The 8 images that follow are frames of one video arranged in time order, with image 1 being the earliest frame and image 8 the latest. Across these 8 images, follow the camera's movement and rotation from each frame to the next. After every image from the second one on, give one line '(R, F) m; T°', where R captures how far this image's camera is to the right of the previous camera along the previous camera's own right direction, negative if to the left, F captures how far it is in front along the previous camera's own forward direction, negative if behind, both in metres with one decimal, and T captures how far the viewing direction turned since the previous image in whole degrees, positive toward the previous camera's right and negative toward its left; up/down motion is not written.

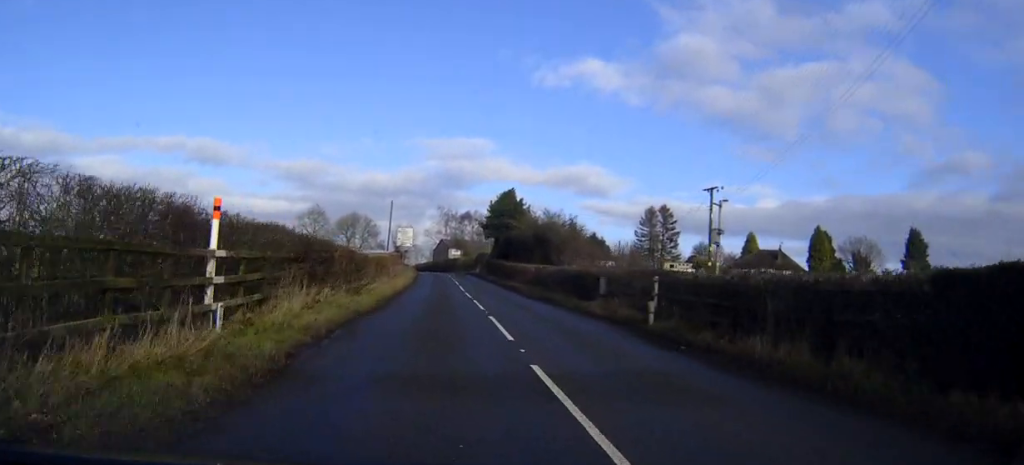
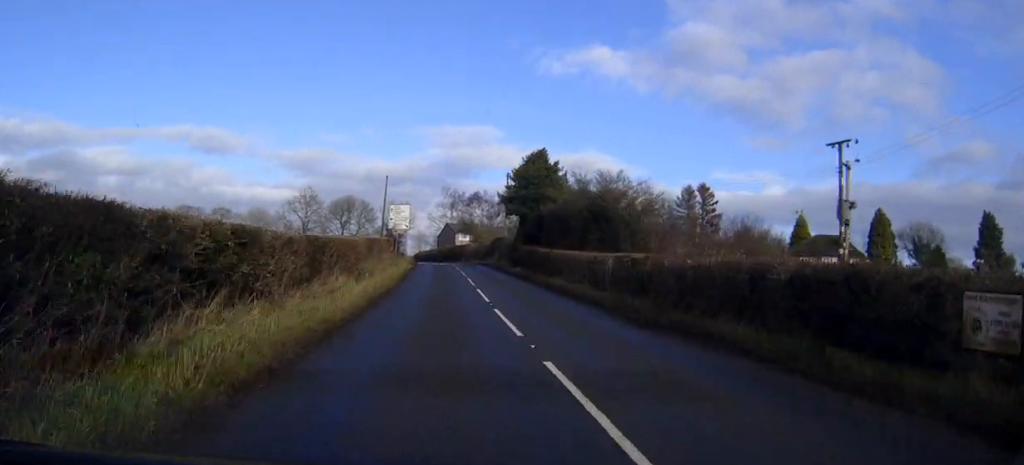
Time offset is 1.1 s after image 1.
(-0.1, +19.4) m; -1°
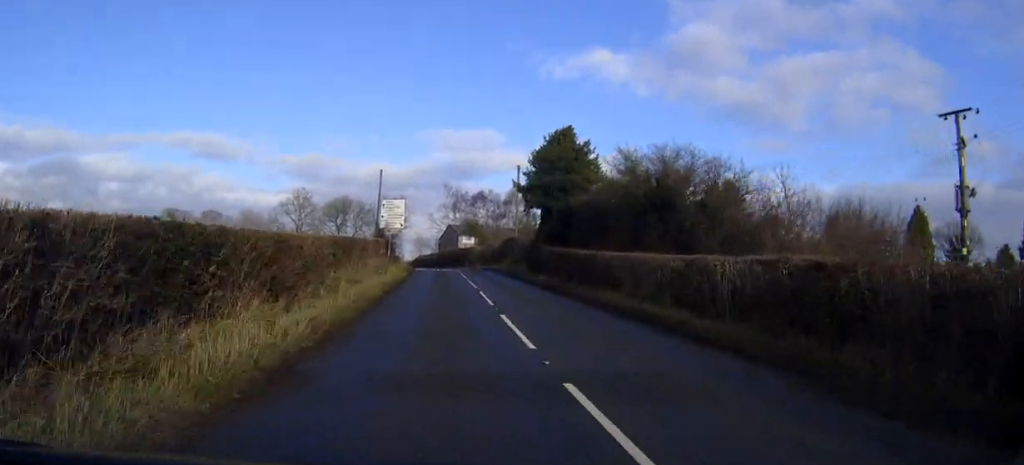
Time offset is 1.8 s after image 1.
(-0.1, +10.7) m; 0°
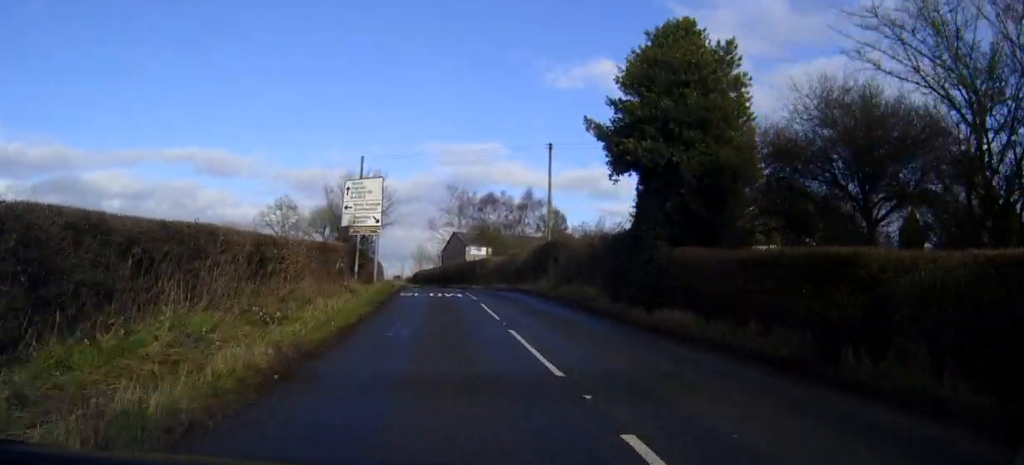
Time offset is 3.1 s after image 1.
(0.0, +21.2) m; 0°
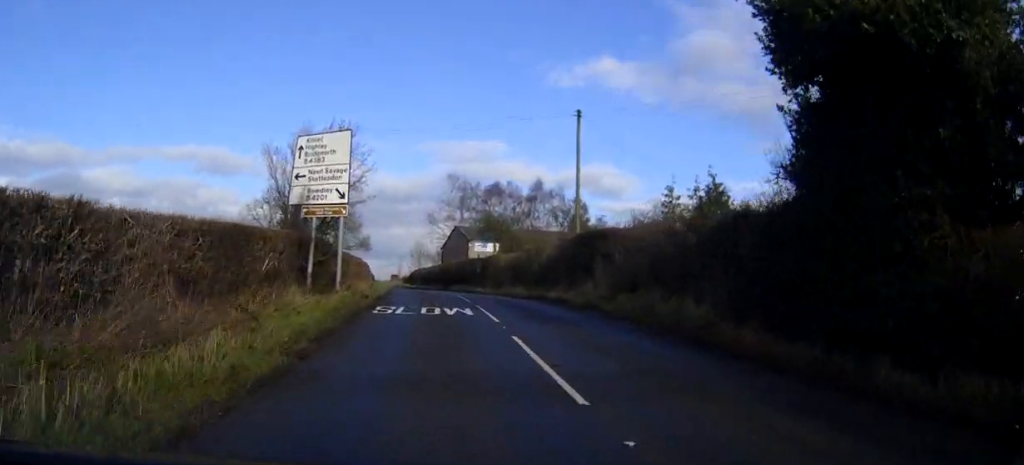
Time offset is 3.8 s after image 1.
(0.0, +11.1) m; 0°
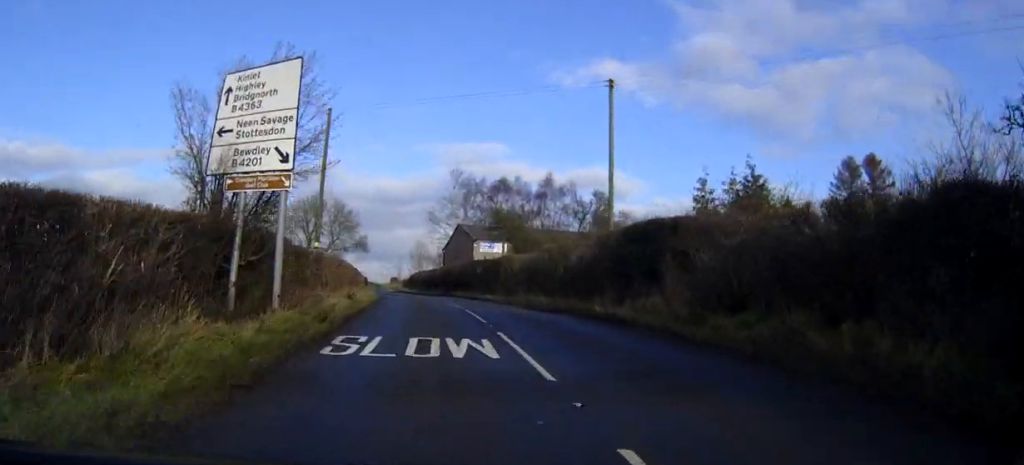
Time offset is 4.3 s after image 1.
(0.0, +7.7) m; 0°
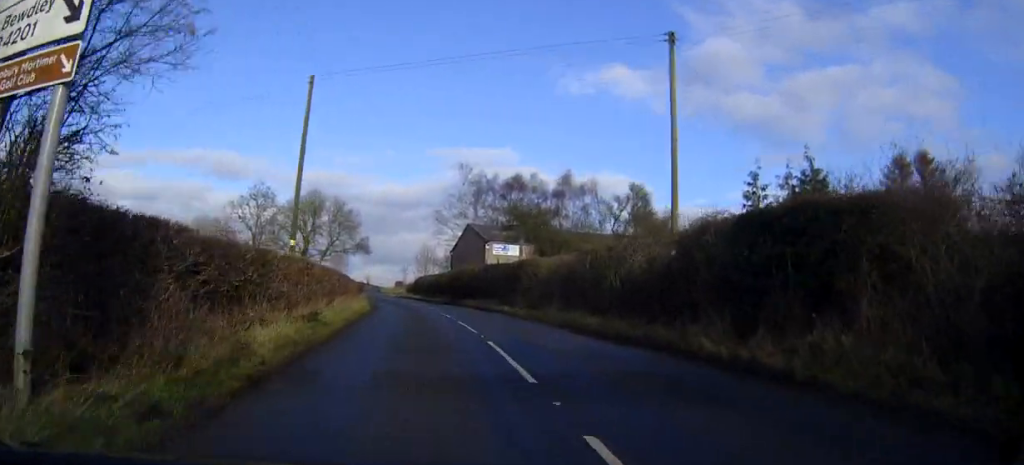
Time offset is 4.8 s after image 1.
(+0.1, +8.2) m; -1°
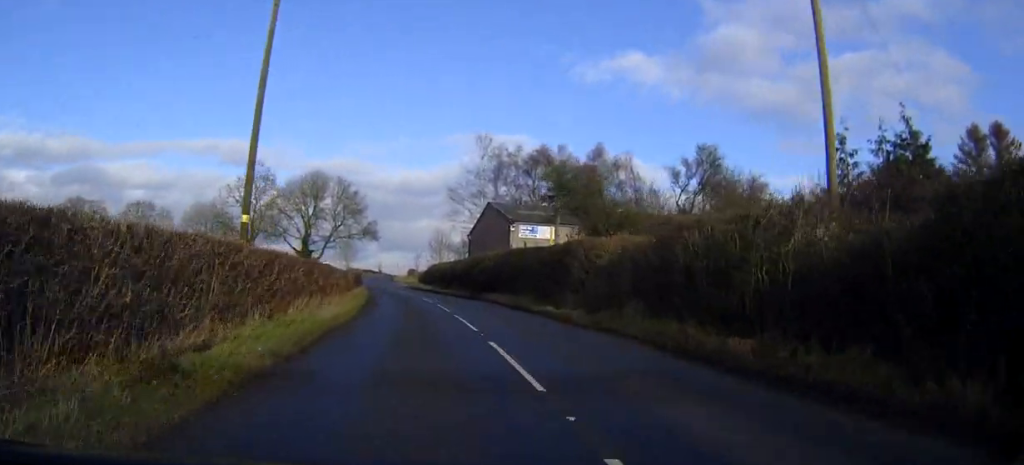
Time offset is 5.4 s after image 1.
(-0.2, +9.7) m; -2°
